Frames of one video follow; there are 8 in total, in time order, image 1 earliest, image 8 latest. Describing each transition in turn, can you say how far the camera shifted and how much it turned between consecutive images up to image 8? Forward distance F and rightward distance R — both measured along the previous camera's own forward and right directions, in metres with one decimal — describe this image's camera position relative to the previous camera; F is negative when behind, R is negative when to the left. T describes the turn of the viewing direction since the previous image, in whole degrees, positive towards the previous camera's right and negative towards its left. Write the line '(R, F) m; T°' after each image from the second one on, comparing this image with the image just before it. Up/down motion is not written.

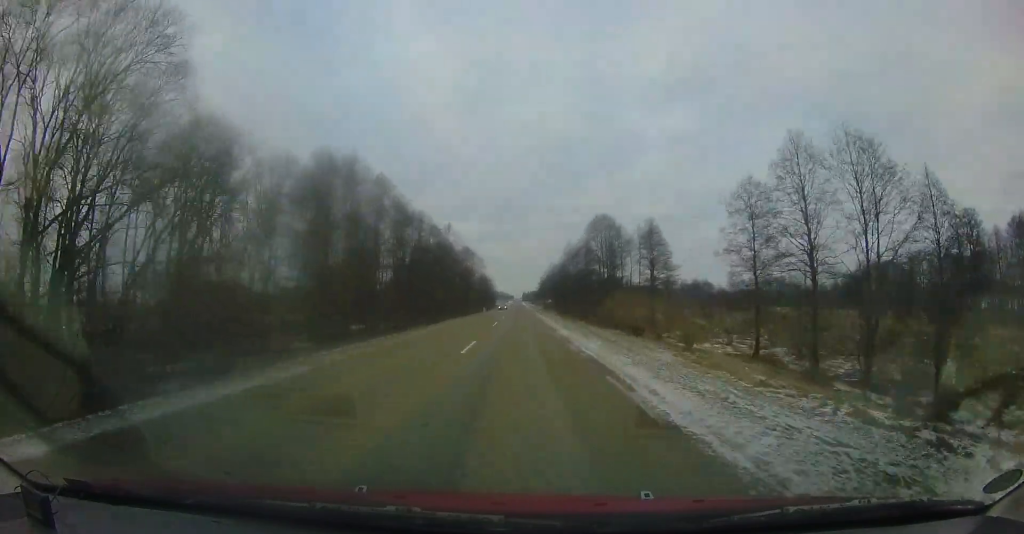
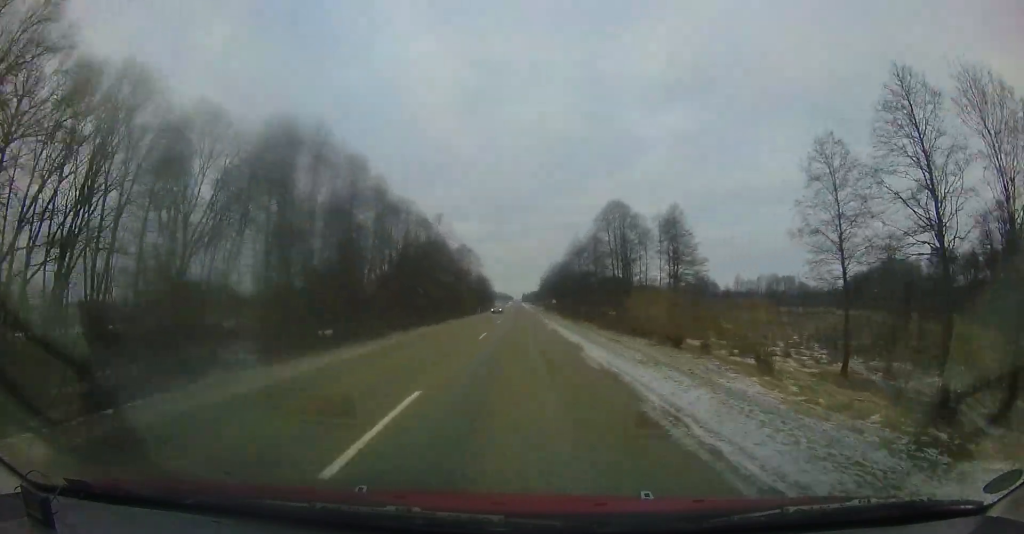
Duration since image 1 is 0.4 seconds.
(+0.2, +8.0) m; 0°
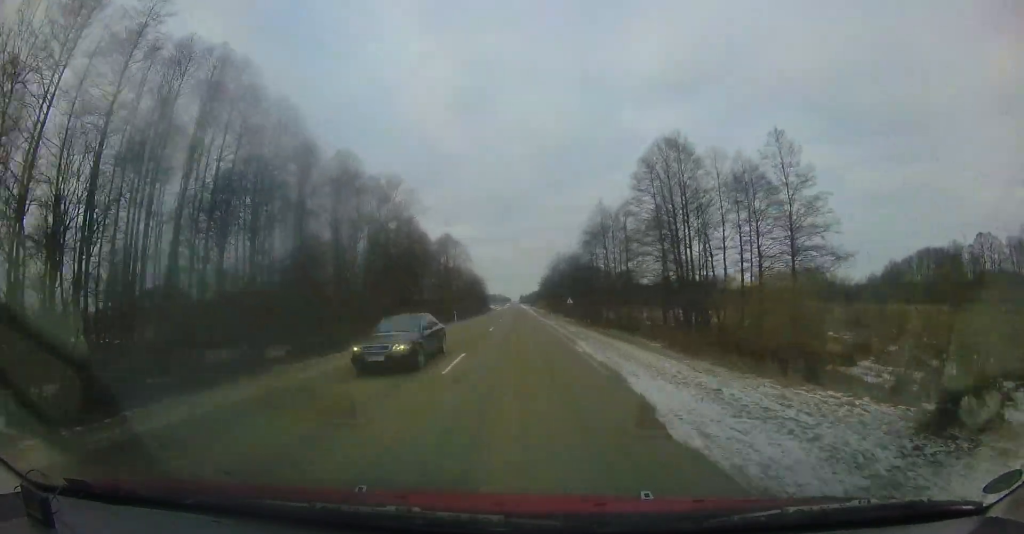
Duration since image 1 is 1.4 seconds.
(-0.4, +19.0) m; 0°
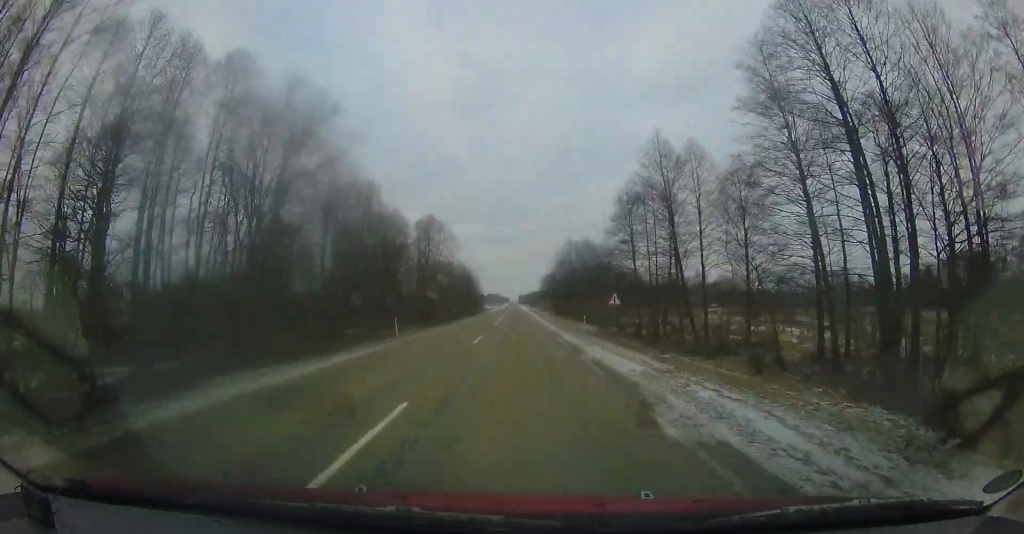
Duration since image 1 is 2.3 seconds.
(+0.3, +17.6) m; +1°
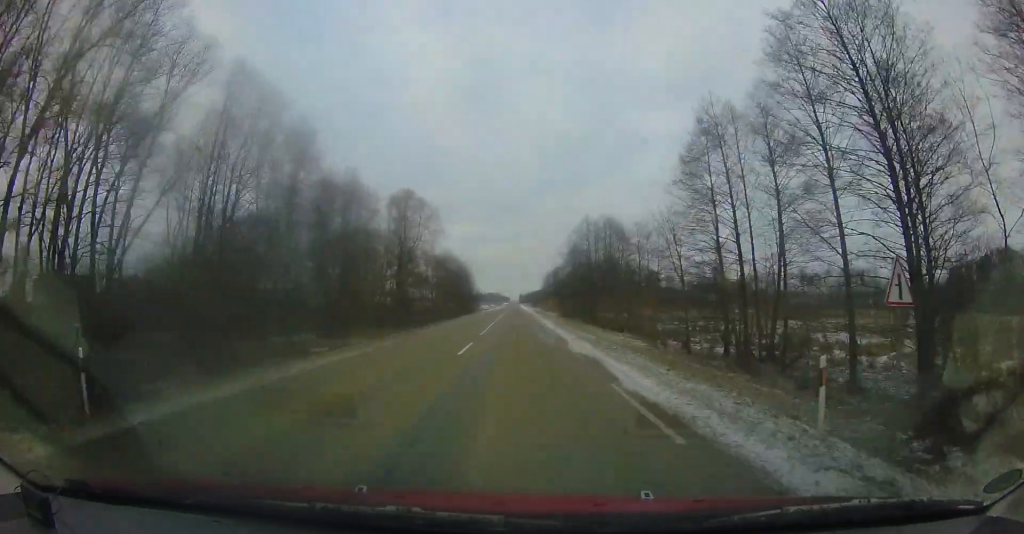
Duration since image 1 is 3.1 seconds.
(0.0, +15.8) m; 0°
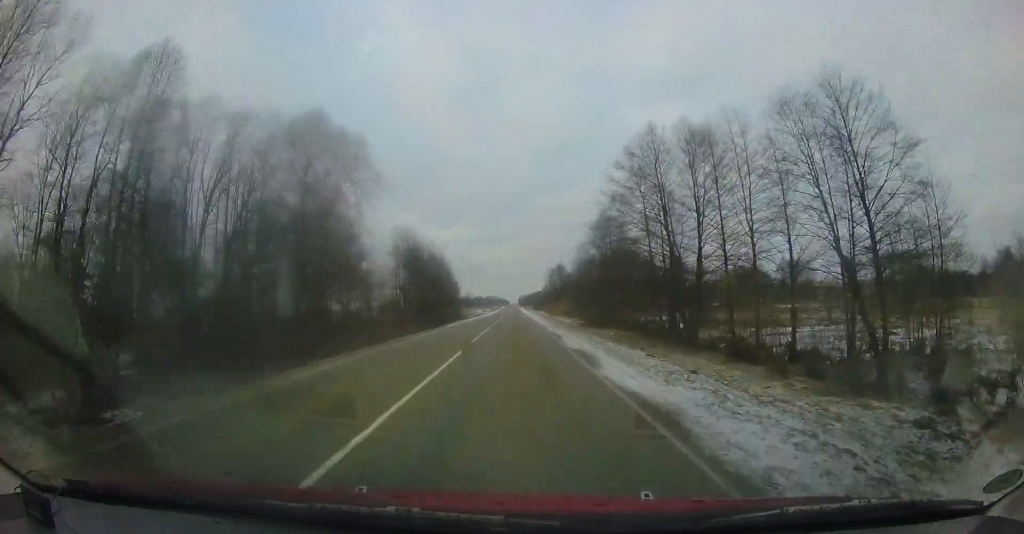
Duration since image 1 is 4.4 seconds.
(-0.2, +26.3) m; 0°
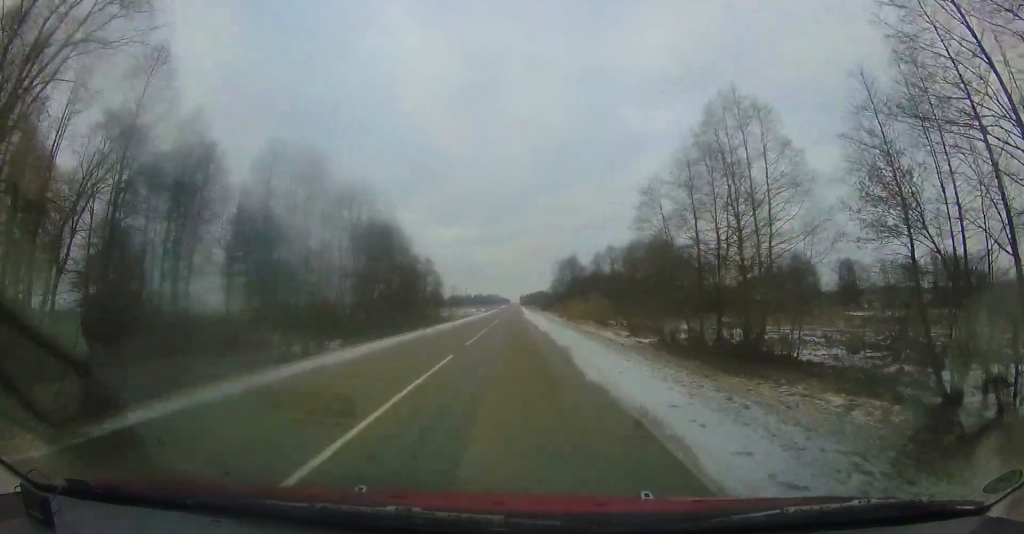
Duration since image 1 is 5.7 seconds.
(0.0, +25.5) m; 0°
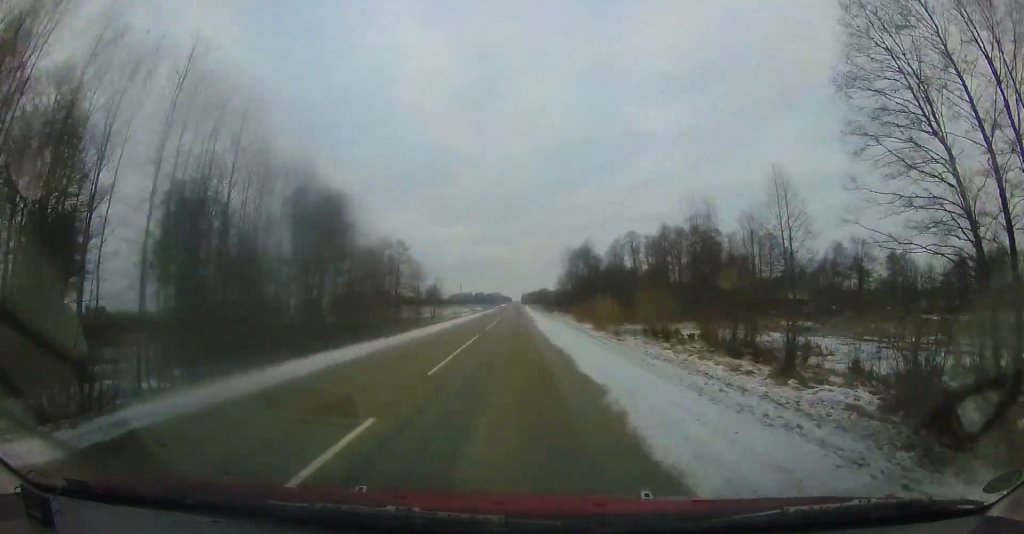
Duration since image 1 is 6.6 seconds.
(0.0, +18.3) m; +2°
